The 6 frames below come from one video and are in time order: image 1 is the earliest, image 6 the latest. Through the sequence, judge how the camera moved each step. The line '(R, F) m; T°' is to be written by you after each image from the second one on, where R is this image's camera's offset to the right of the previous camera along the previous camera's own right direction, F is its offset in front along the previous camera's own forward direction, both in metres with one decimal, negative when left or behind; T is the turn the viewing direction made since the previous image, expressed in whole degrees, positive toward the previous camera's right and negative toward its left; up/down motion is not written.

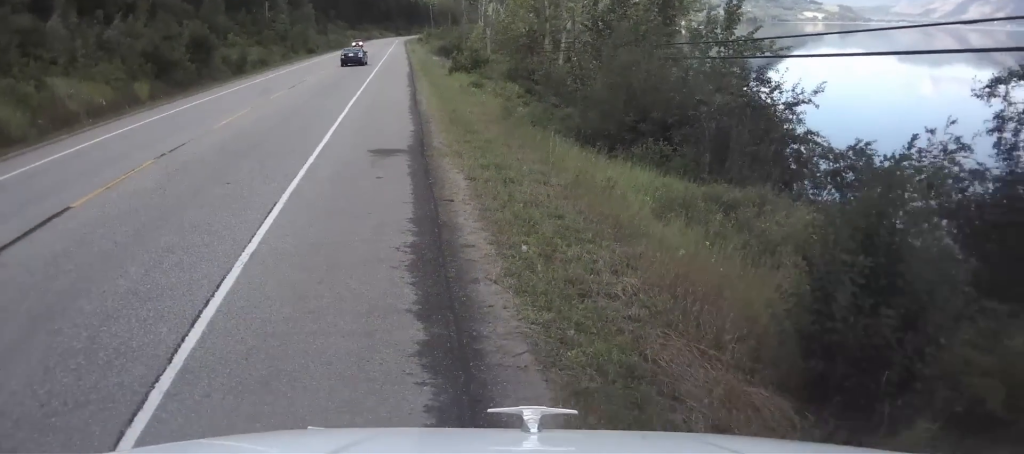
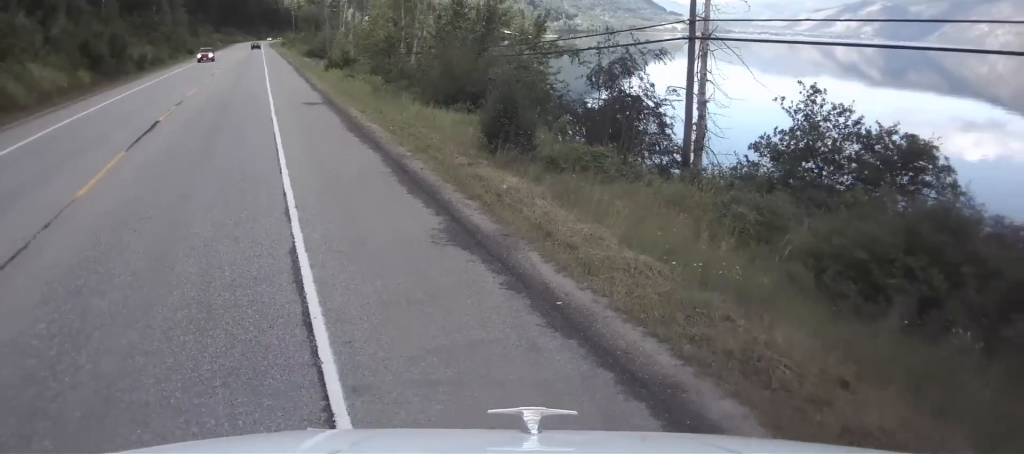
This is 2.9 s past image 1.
(+0.9, +13.0) m; +10°
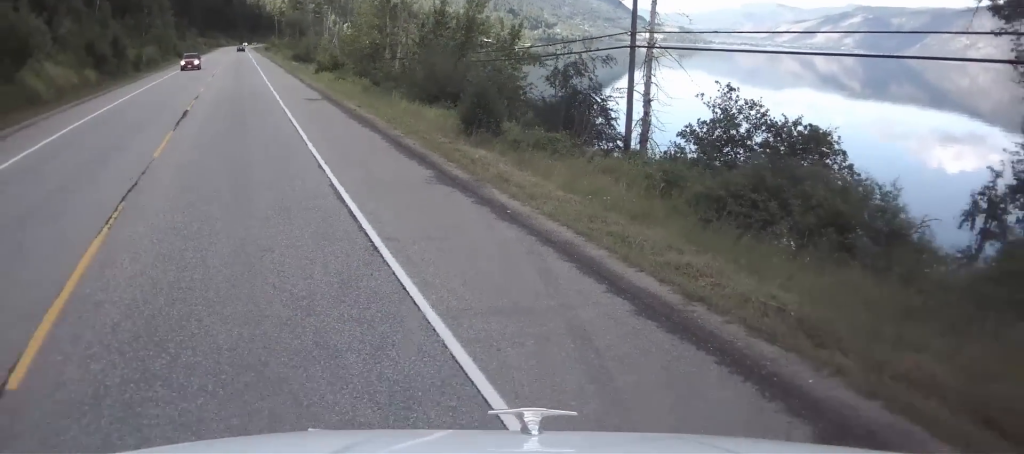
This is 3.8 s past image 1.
(+0.2, +4.4) m; +3°
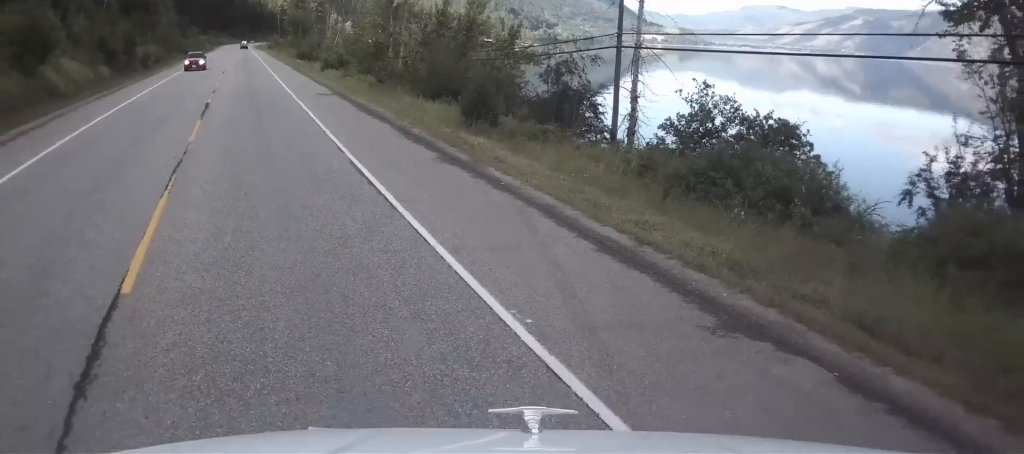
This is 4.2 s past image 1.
(0.0, +2.4) m; +1°
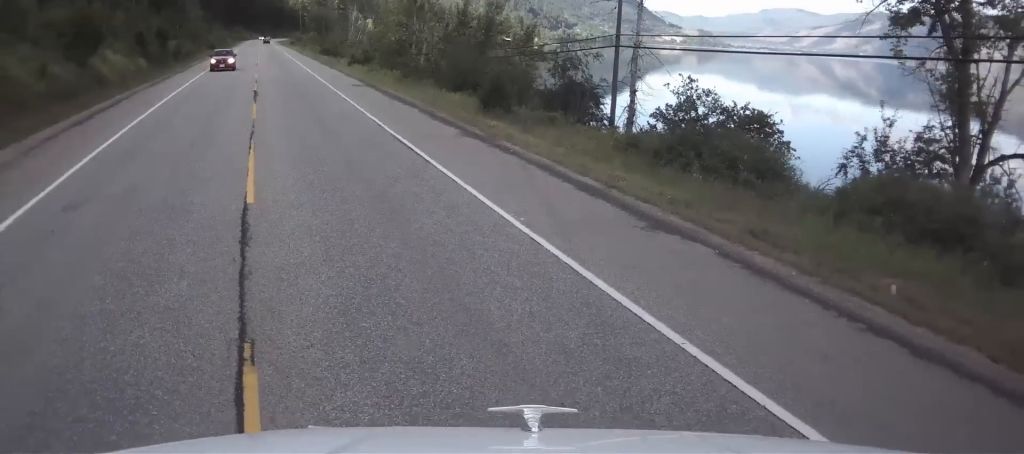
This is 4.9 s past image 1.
(+0.1, +4.2) m; 0°
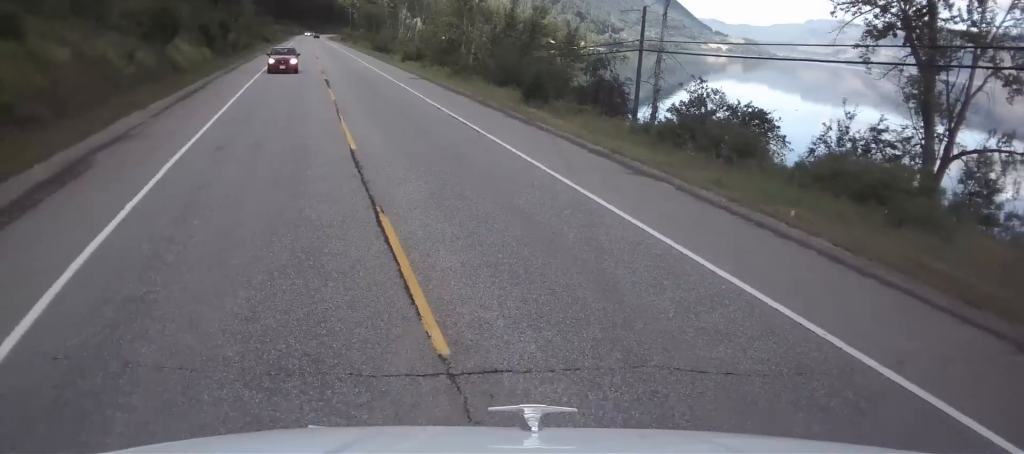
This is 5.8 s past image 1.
(0.0, +5.2) m; -1°
